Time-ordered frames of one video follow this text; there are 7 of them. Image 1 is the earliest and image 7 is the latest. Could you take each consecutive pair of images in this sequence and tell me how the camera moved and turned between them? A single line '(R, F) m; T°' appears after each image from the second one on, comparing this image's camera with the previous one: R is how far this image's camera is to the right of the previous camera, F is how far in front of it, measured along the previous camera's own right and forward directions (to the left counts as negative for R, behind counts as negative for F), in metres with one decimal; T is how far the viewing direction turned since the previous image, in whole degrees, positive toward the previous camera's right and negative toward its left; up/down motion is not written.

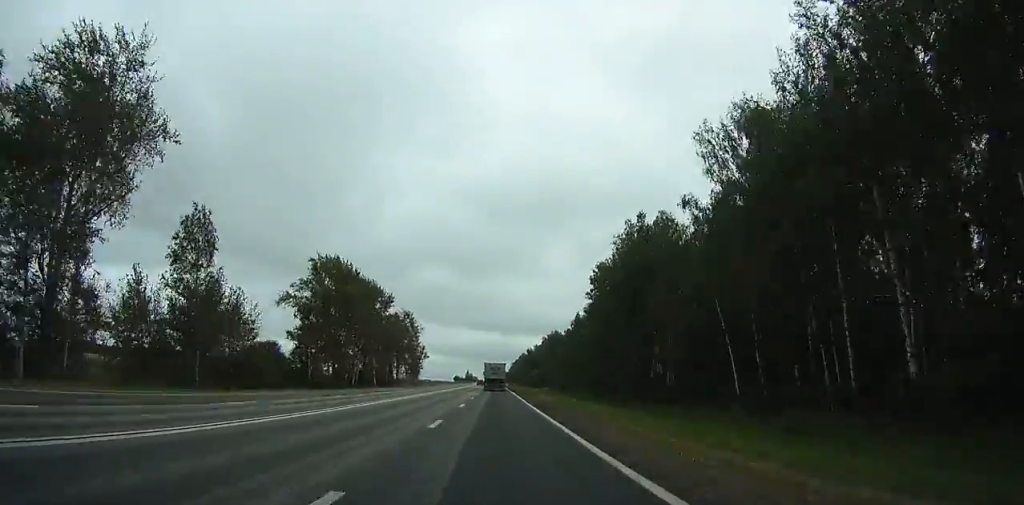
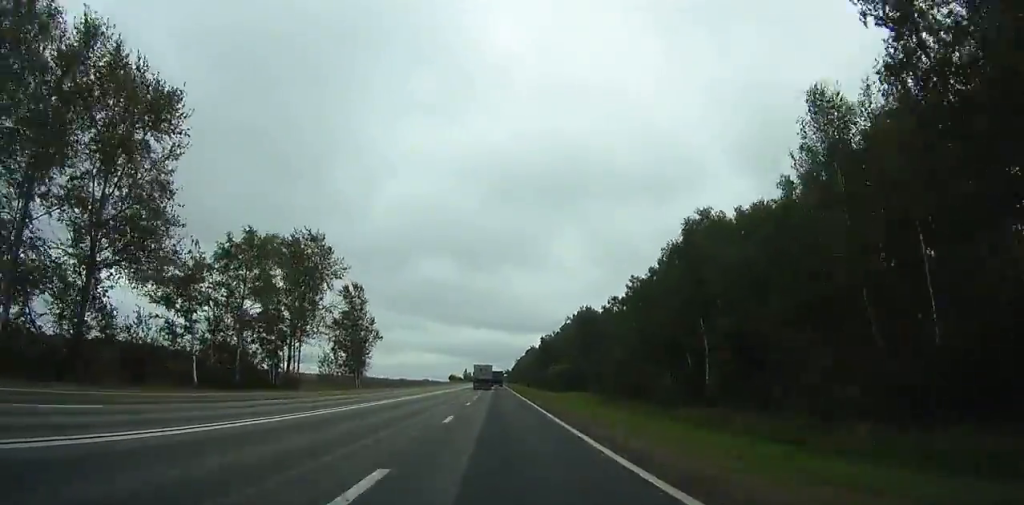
(+0.1, +83.7) m; 0°
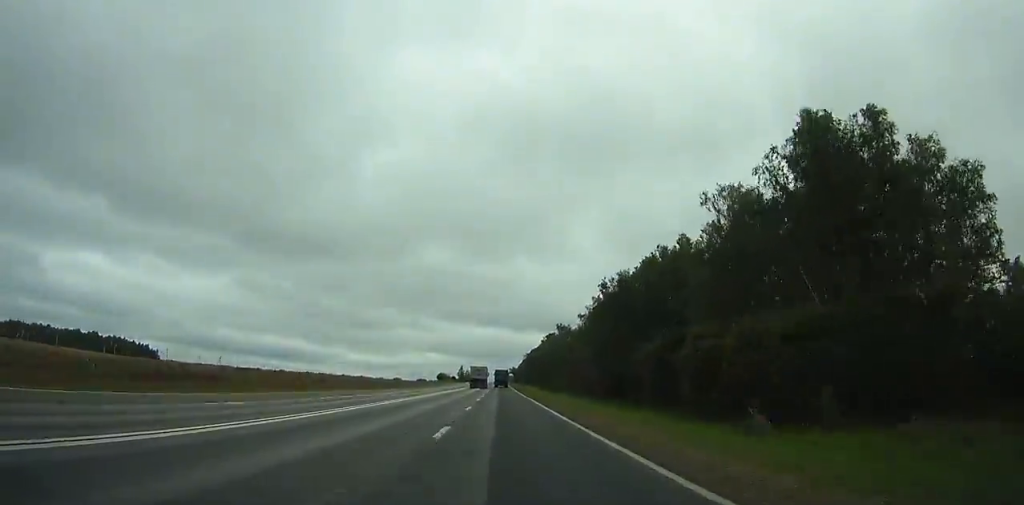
(-0.4, +124.8) m; 0°
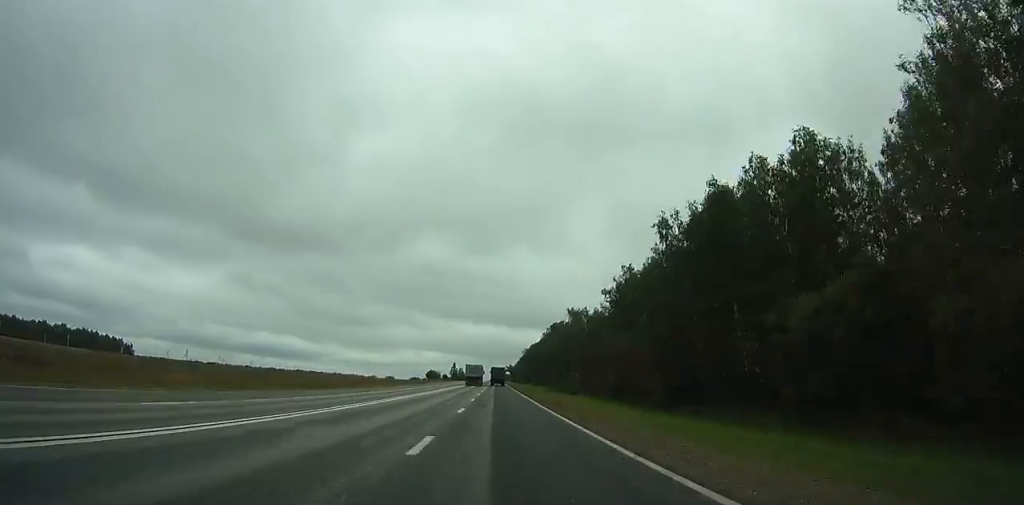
(0.0, +37.4) m; 0°
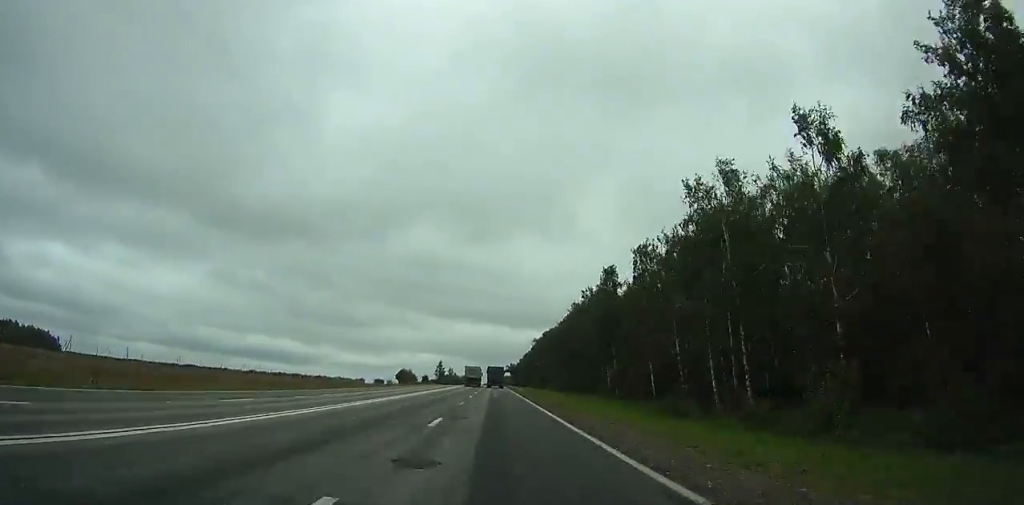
(+0.1, +101.8) m; 0°
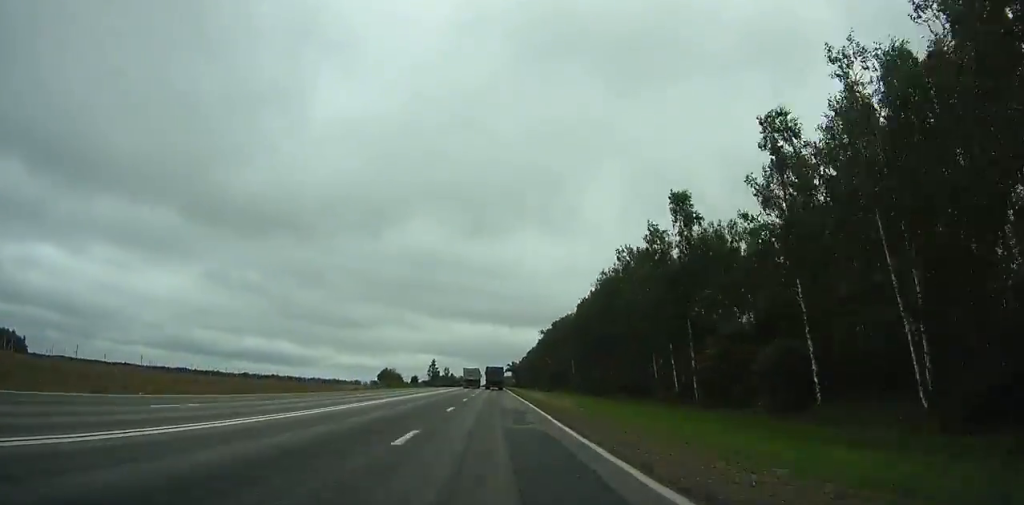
(-0.1, +40.3) m; 0°
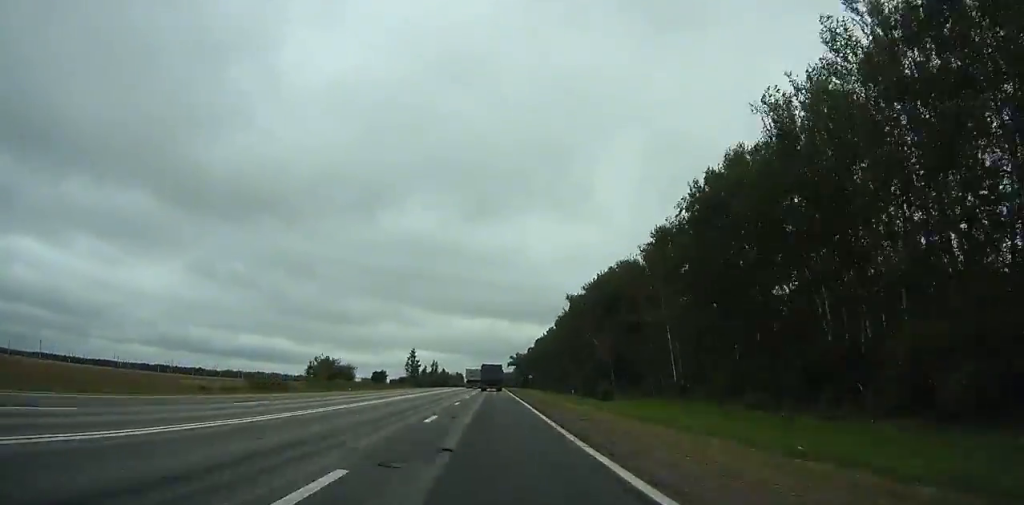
(0.0, +77.9) m; 0°
